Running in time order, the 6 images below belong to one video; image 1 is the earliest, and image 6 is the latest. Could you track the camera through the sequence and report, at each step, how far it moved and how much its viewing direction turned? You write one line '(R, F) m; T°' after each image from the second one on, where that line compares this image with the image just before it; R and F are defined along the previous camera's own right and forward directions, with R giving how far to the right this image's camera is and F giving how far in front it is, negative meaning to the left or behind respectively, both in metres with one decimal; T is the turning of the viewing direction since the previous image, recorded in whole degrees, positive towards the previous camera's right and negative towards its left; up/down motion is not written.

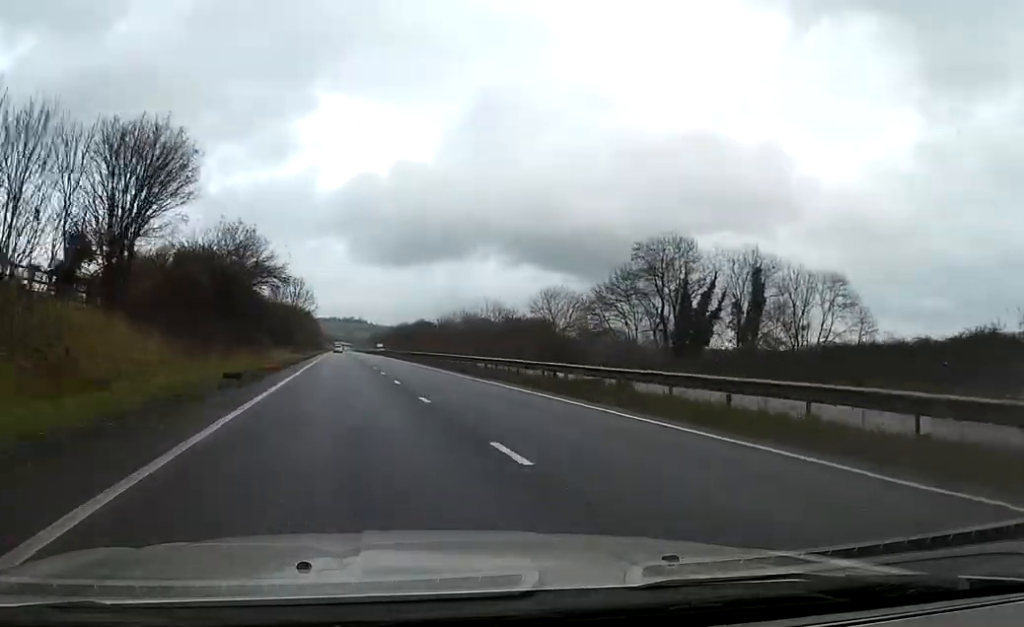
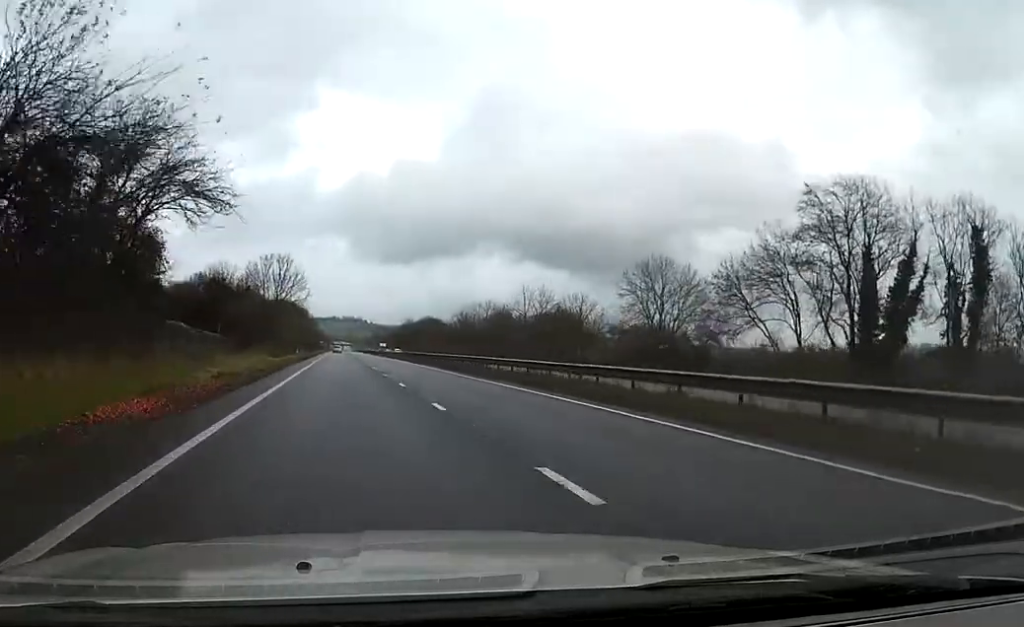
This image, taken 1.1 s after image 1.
(+0.4, +29.4) m; 0°
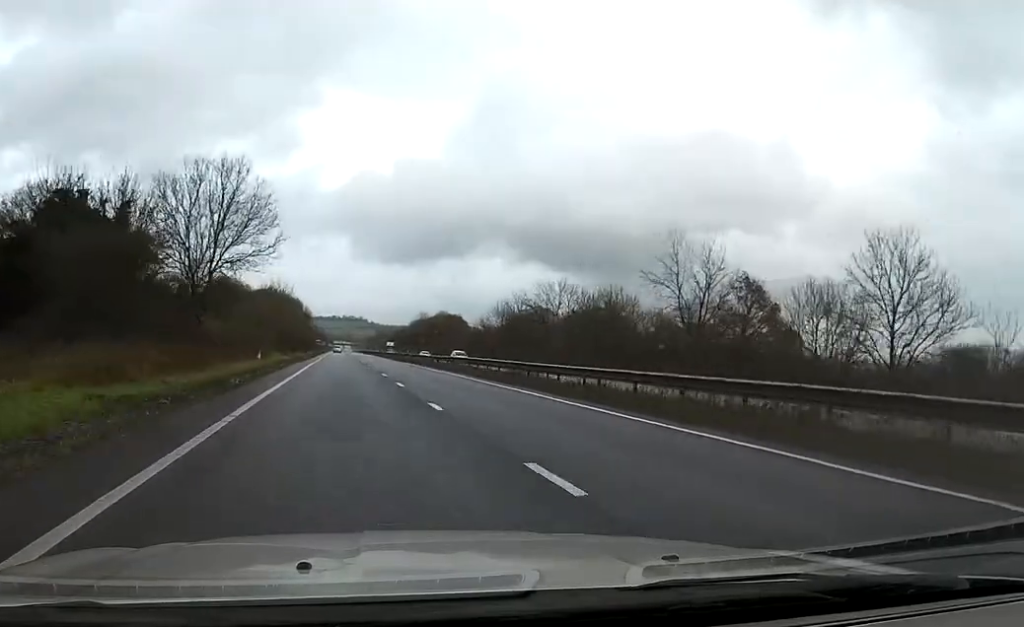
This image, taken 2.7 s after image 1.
(-0.7, +45.0) m; 0°
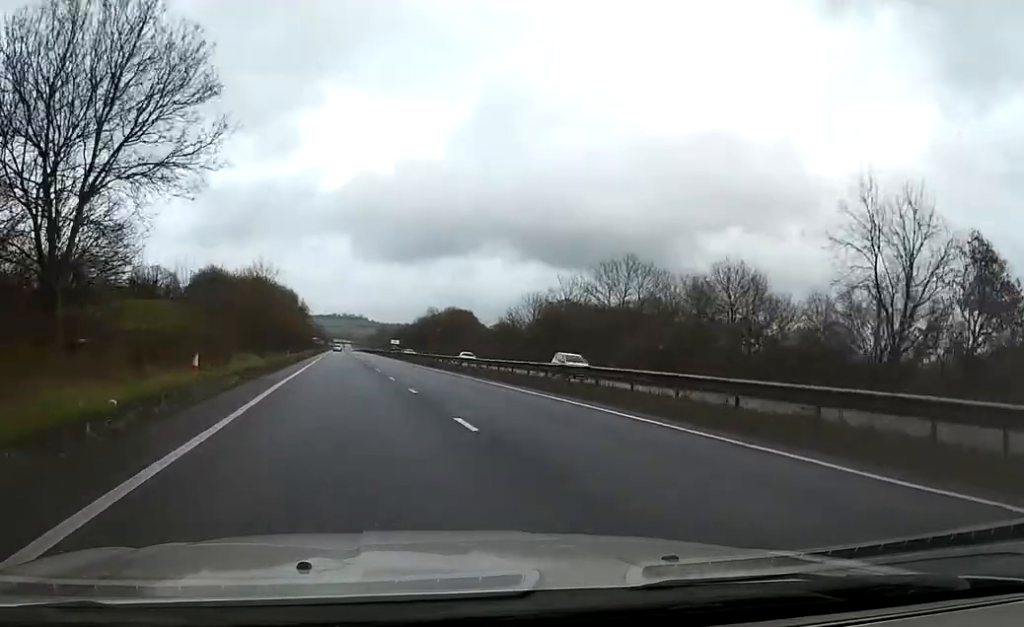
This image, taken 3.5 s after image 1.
(+0.2, +22.0) m; 0°
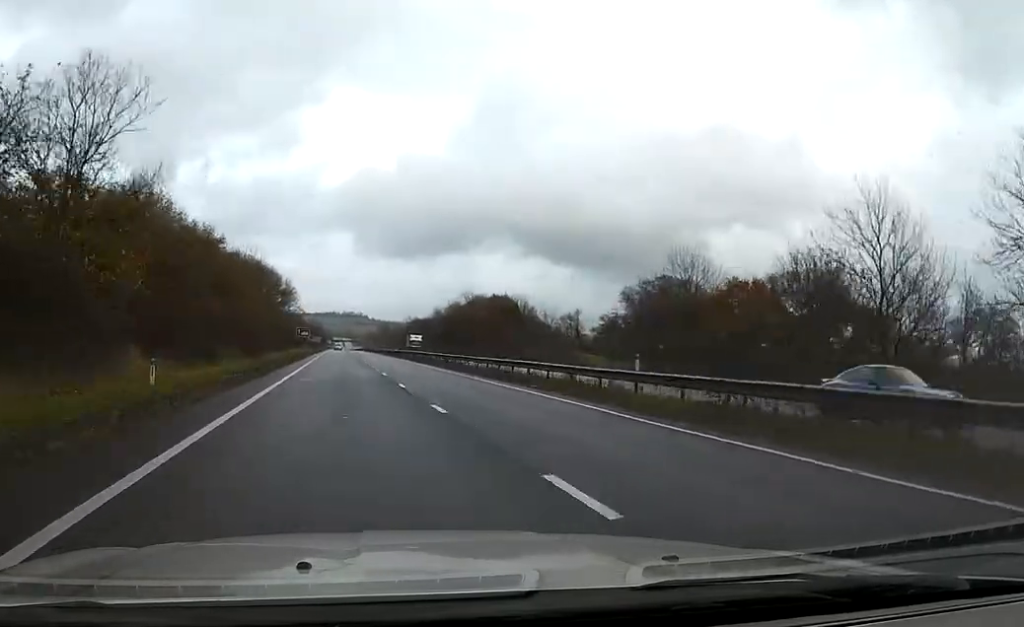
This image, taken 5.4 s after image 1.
(-0.3, +51.4) m; -1°
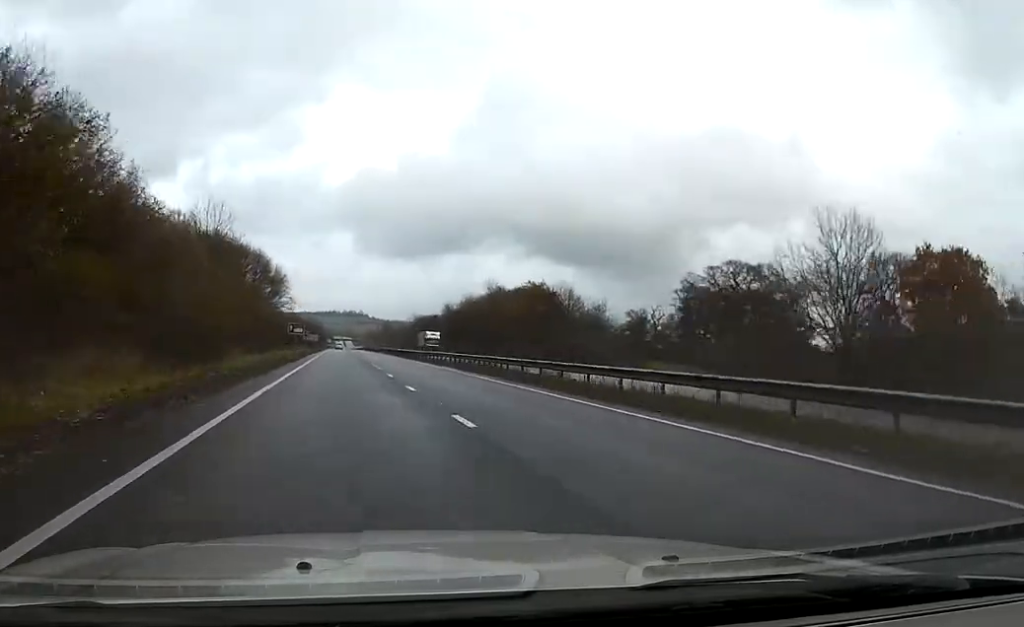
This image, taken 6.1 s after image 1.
(0.0, +21.1) m; 0°
